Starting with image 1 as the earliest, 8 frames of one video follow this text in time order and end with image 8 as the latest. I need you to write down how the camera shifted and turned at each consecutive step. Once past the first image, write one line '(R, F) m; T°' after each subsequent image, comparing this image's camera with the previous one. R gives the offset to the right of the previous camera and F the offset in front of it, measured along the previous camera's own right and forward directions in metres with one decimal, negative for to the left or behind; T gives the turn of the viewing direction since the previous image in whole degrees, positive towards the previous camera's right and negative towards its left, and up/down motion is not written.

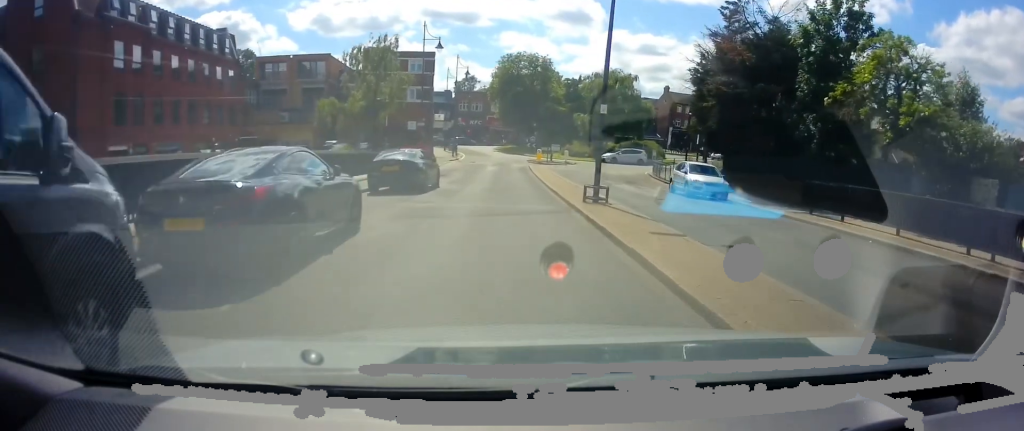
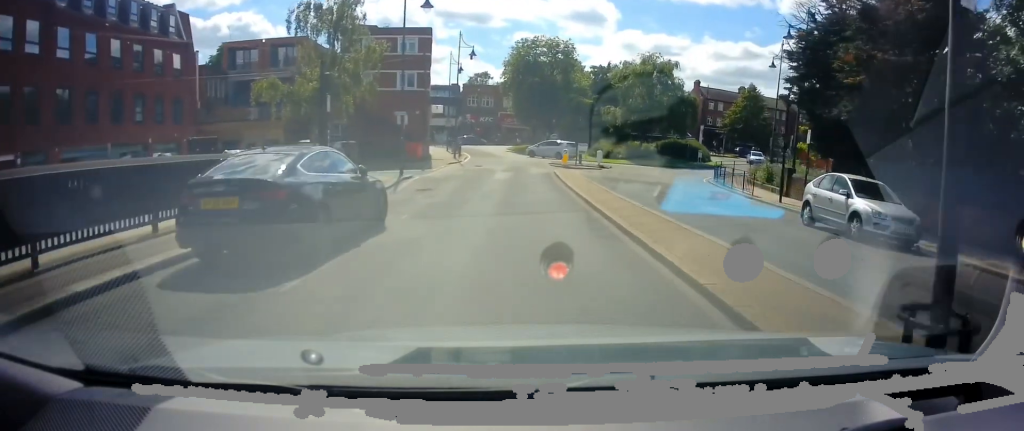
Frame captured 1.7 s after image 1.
(+0.3, +11.5) m; -3°
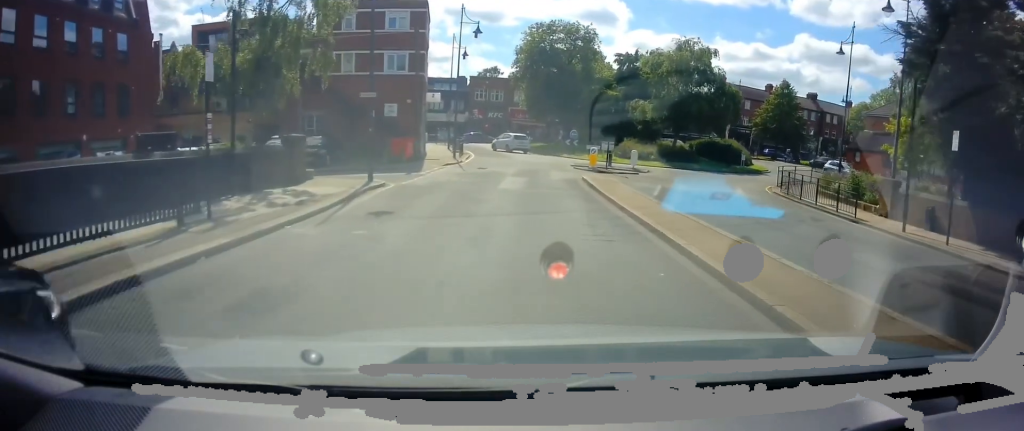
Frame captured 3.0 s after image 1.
(-0.6, +8.3) m; -2°
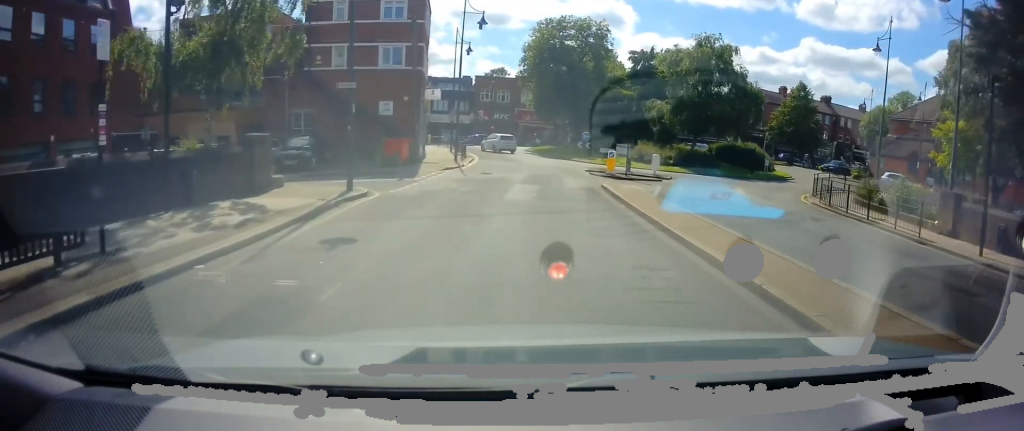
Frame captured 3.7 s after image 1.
(+0.1, +3.6) m; +2°
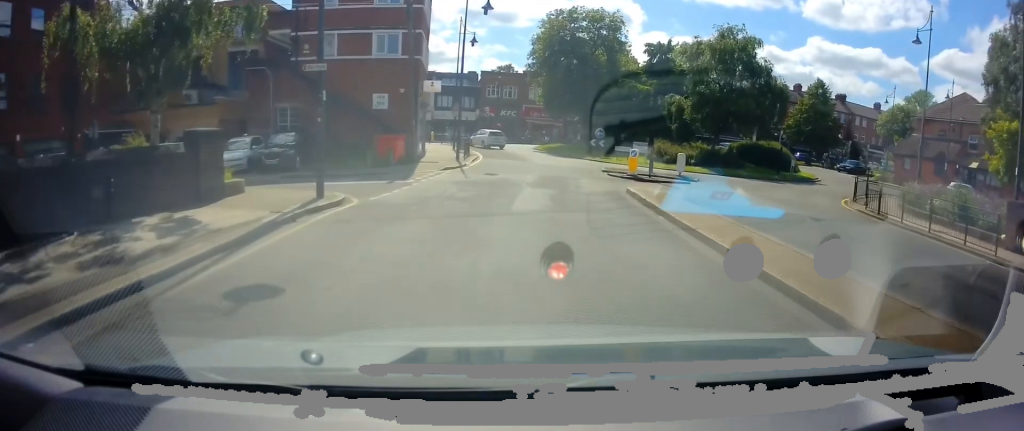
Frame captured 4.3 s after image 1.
(0.0, +3.3) m; -1°
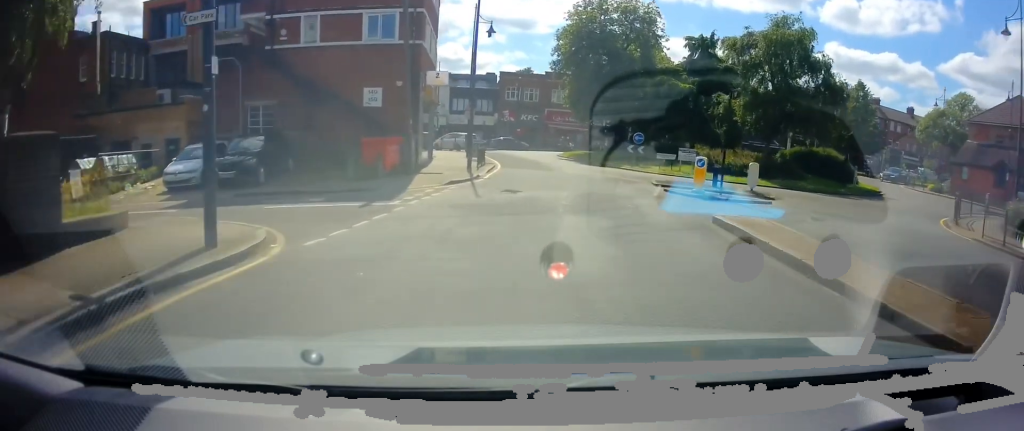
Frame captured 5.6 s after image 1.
(-0.1, +6.0) m; -4°
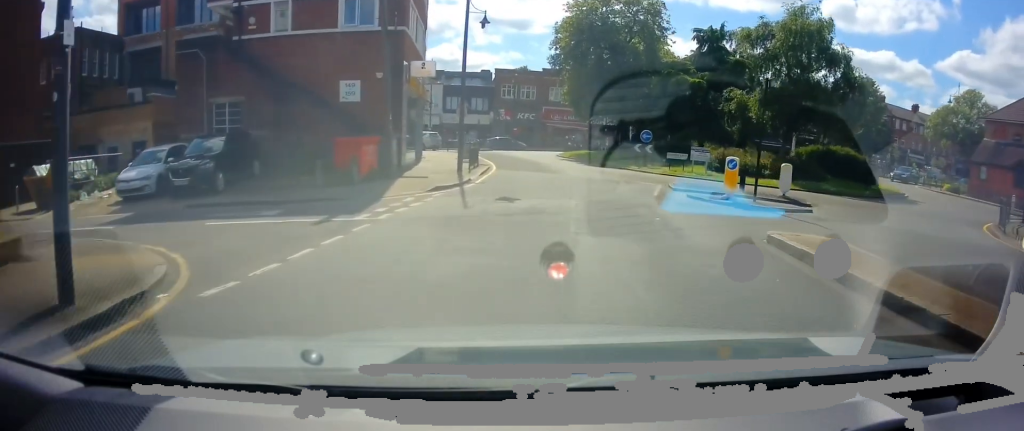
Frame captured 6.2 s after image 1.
(-0.1, +2.7) m; +1°
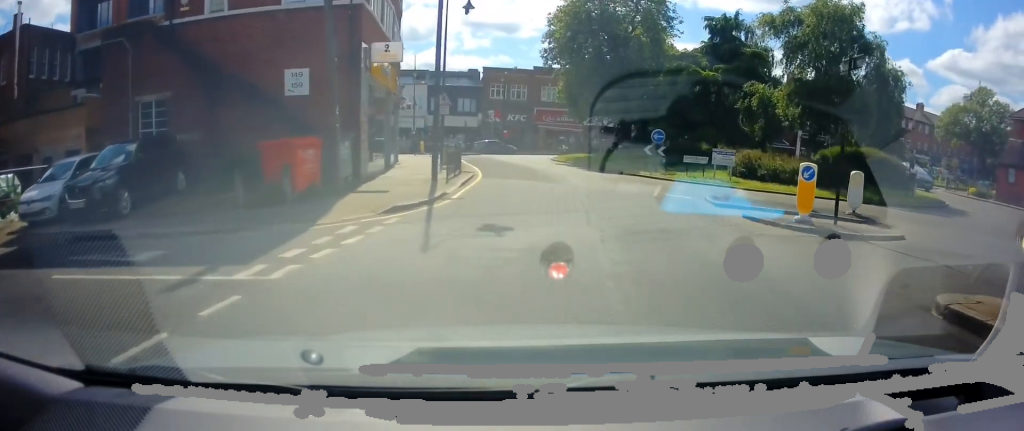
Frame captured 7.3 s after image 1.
(+0.2, +4.5) m; +3°
